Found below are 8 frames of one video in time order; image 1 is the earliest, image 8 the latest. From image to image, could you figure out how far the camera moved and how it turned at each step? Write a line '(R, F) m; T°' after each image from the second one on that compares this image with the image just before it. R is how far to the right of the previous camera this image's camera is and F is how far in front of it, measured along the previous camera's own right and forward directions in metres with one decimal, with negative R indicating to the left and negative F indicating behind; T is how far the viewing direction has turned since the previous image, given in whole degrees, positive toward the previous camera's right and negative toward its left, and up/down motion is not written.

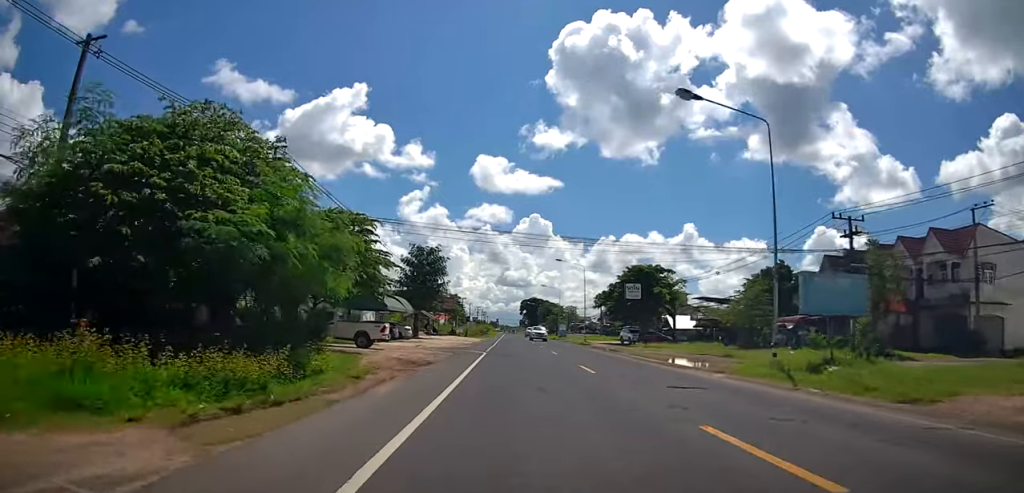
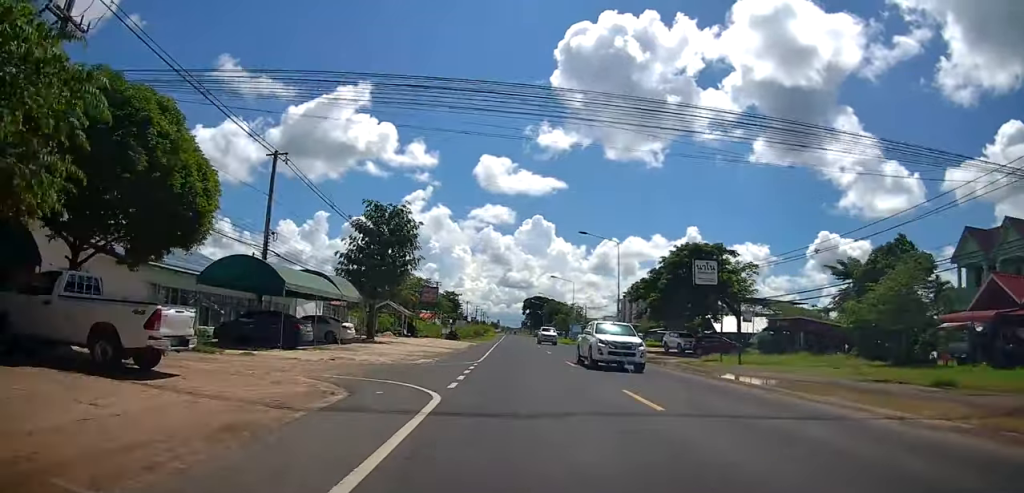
(0.0, +19.5) m; 0°
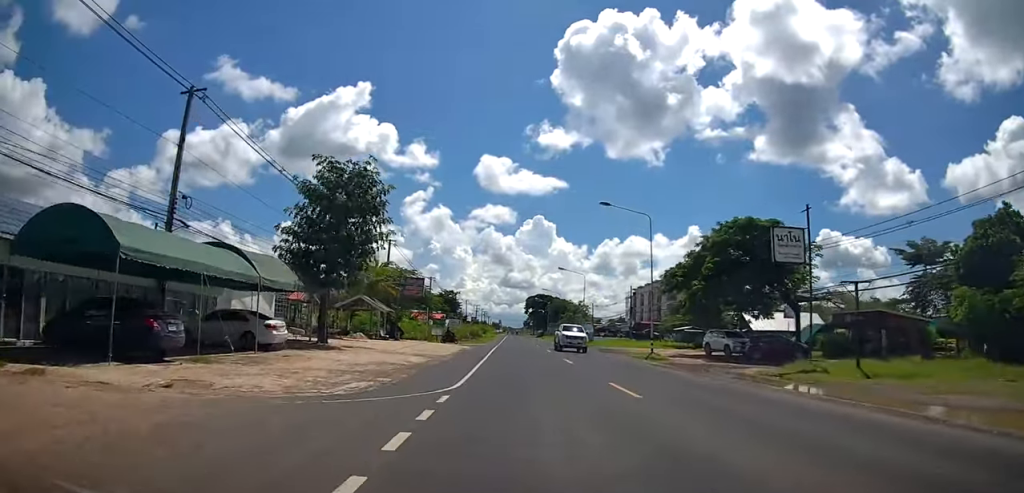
(+0.1, +10.5) m; -1°
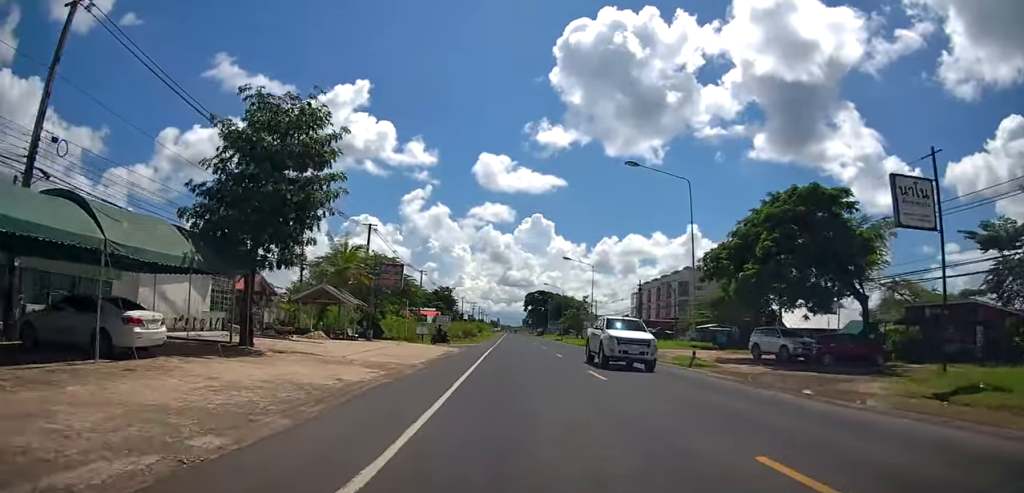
(-0.1, +8.8) m; -1°
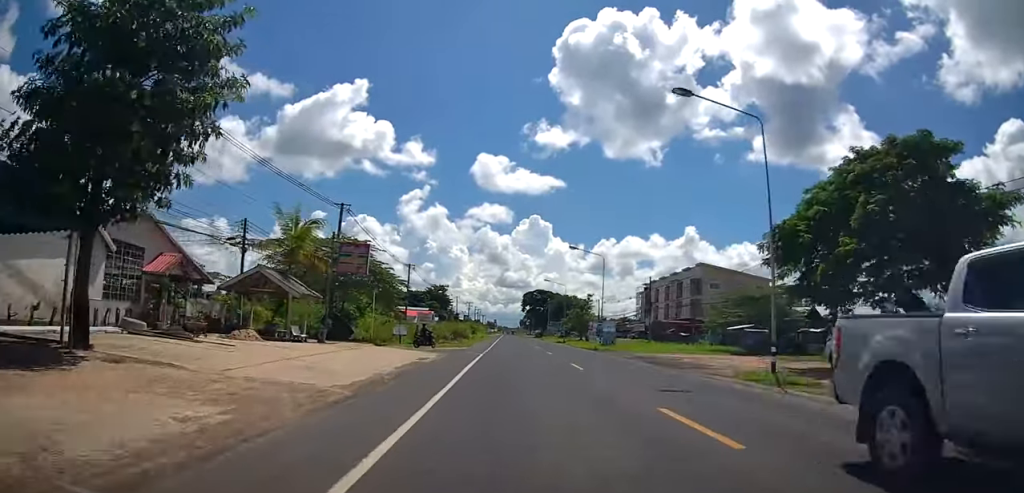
(-0.4, +8.4) m; 0°
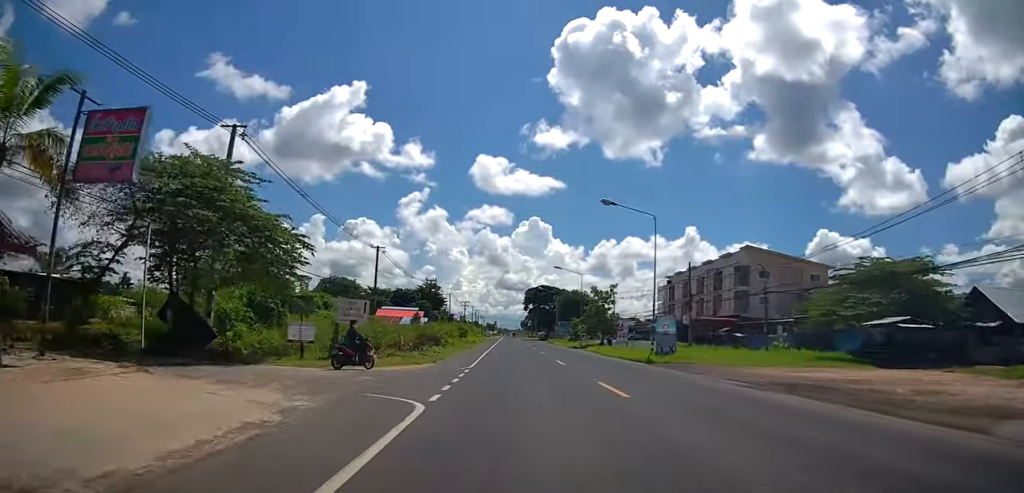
(+0.4, +19.5) m; 0°
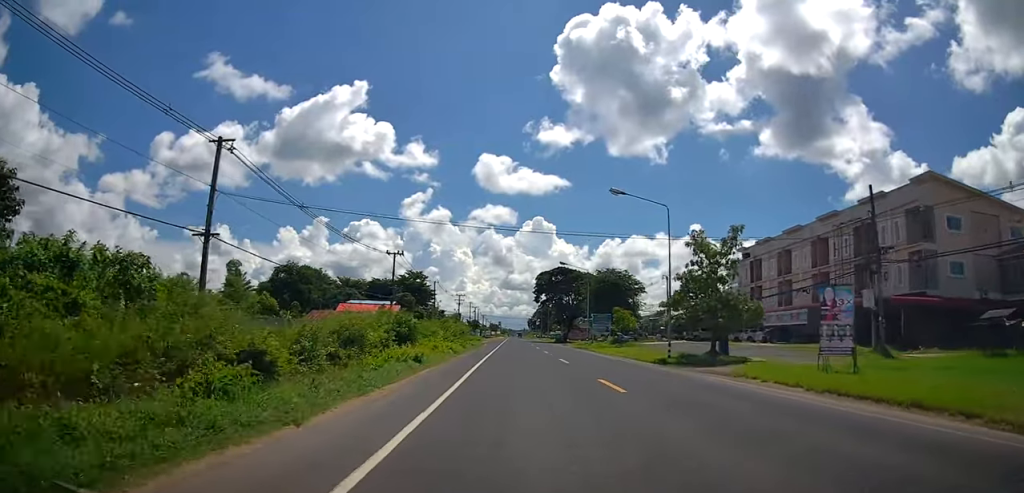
(-0.1, +35.5) m; +2°
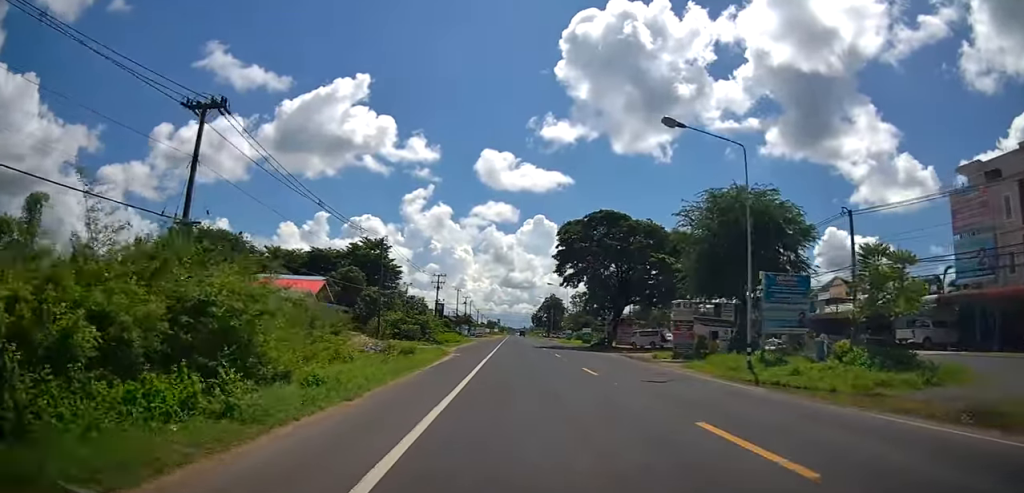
(-1.1, +43.6) m; -2°
